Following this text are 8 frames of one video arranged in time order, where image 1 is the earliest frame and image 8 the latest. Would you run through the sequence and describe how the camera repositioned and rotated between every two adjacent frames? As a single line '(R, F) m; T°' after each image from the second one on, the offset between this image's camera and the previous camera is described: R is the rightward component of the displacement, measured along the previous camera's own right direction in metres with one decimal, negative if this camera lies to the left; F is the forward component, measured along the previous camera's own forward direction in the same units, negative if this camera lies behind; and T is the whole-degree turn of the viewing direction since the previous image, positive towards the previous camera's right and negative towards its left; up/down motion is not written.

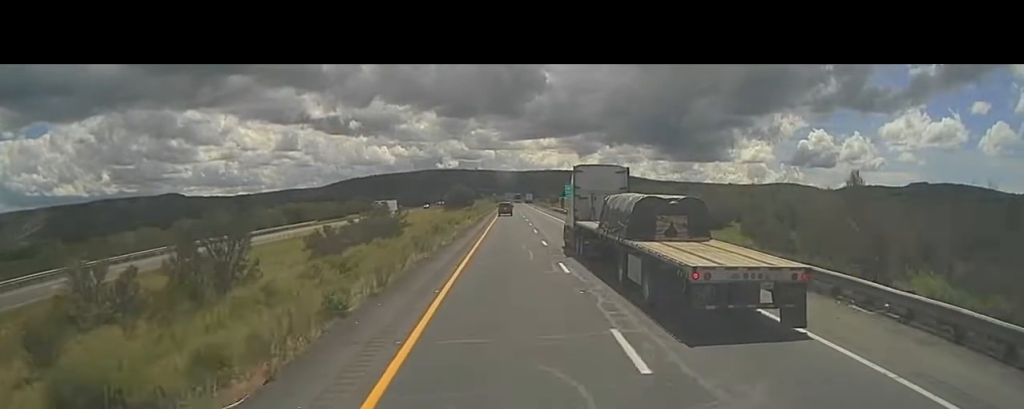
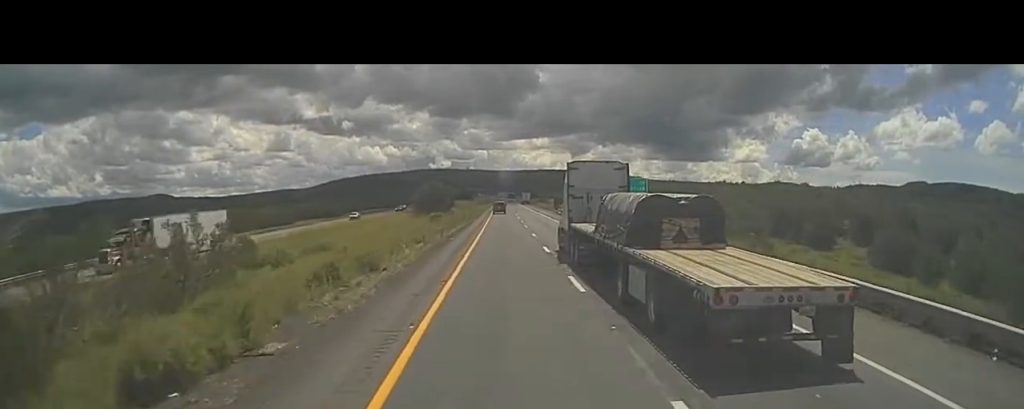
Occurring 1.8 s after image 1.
(-0.1, +40.3) m; +1°
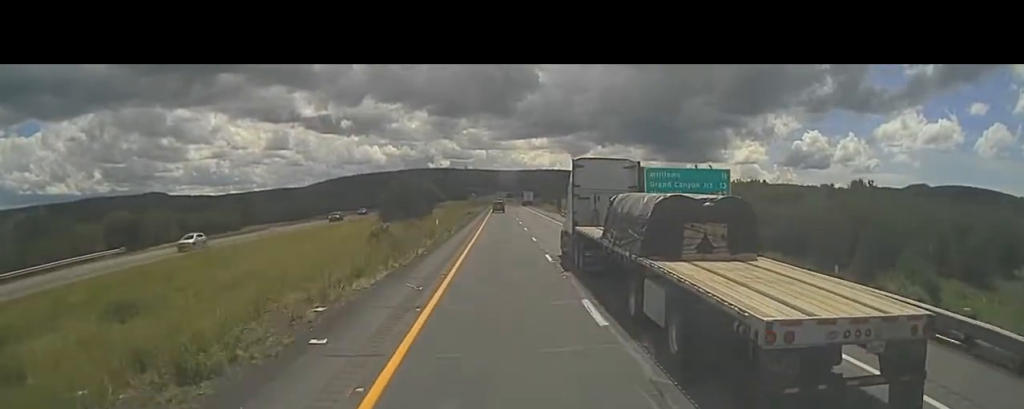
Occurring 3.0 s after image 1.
(+0.1, +28.4) m; 0°
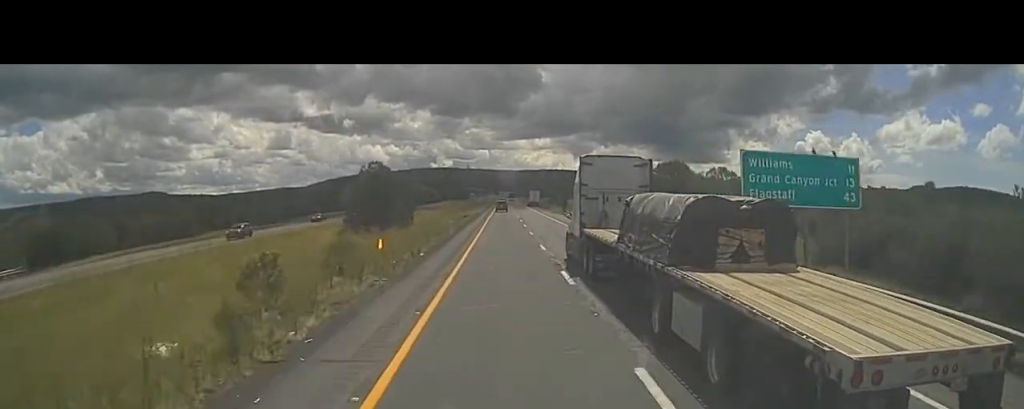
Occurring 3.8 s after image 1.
(+0.1, +18.4) m; -1°
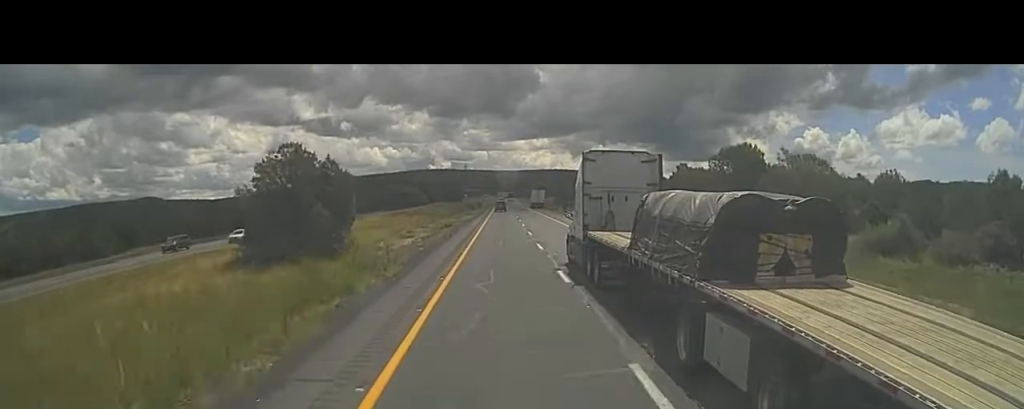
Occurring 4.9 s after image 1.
(-0.3, +24.4) m; 0°
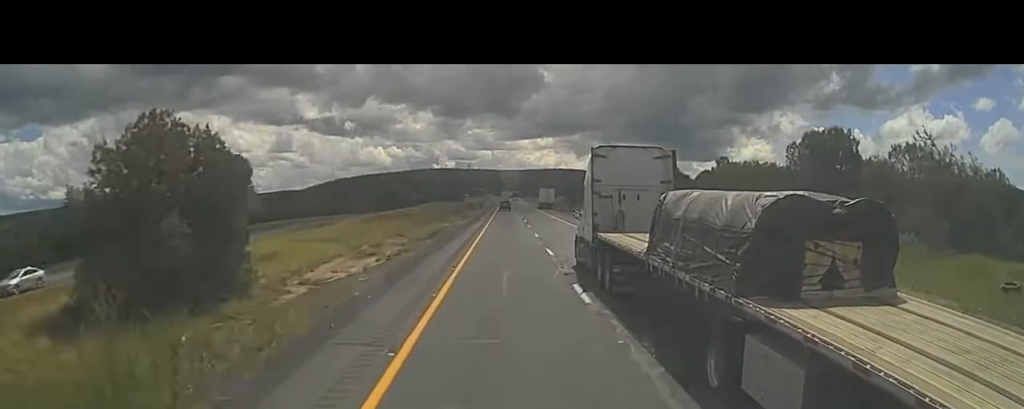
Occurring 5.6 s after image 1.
(0.0, +16.0) m; 0°
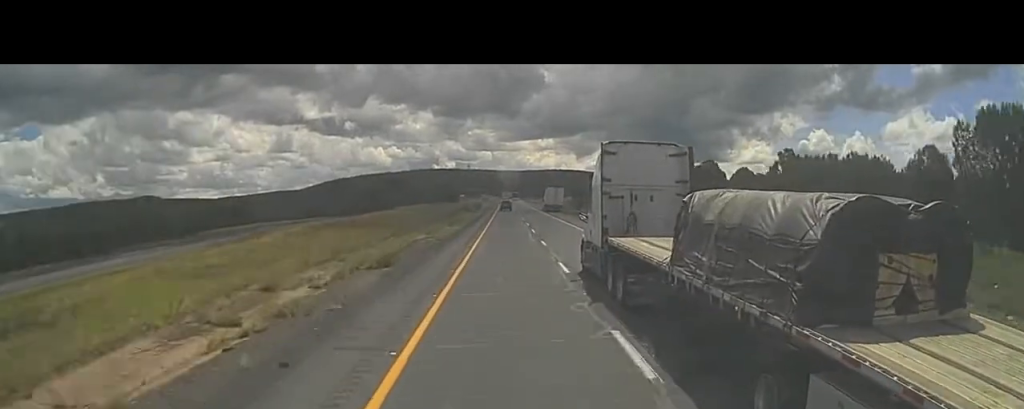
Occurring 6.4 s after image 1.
(+0.2, +18.4) m; 0°
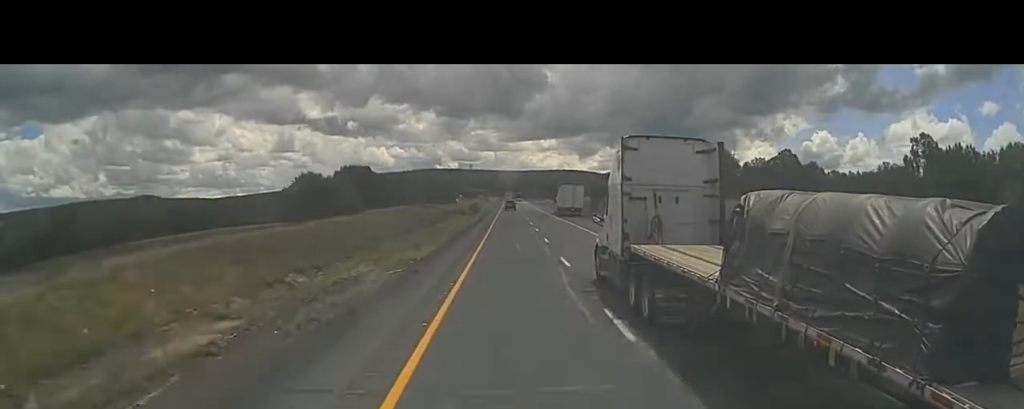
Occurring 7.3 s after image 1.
(-0.4, +21.6) m; 0°
